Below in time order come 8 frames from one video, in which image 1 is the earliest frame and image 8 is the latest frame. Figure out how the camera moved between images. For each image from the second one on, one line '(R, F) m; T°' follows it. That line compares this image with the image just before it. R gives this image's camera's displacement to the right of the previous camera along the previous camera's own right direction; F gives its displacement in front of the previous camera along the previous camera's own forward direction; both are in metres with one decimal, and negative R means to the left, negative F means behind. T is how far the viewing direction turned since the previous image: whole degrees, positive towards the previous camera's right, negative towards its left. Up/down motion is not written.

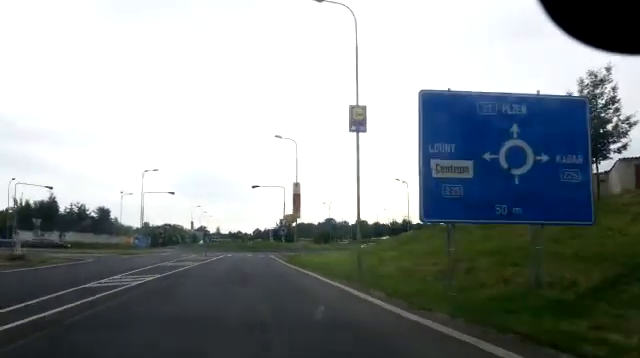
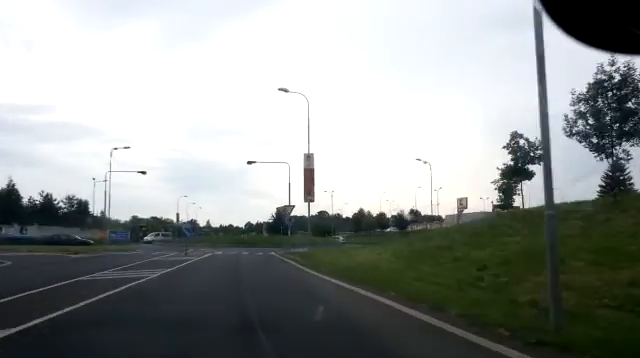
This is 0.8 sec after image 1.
(-0.1, +10.6) m; +1°
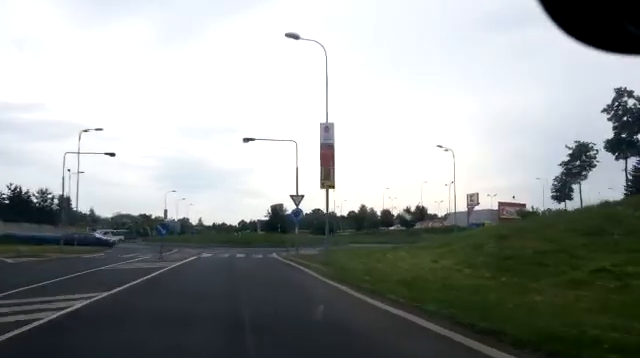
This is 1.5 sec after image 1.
(+0.2, +7.5) m; +2°
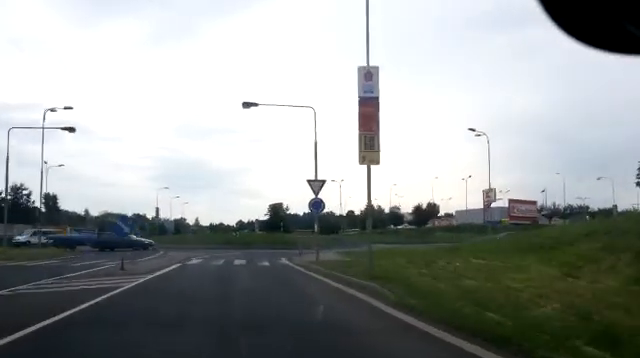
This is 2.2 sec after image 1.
(+0.1, +7.2) m; +2°
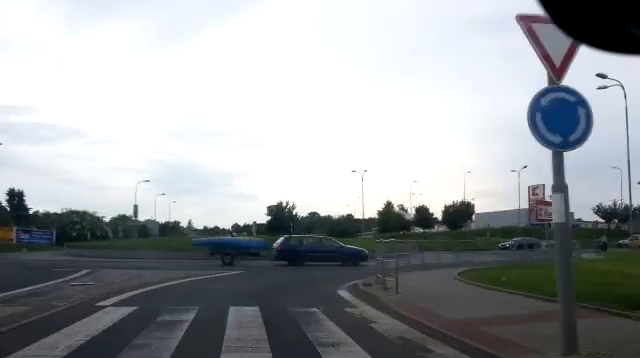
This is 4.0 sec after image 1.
(+0.6, +15.3) m; +5°
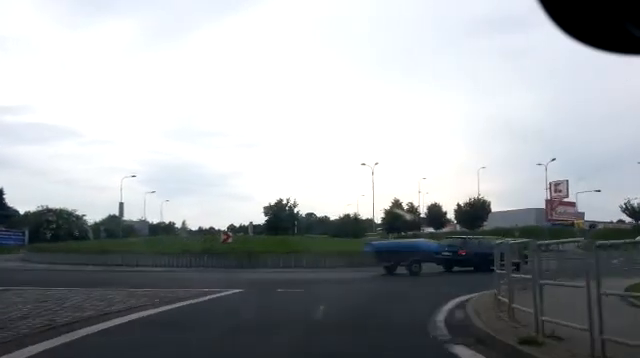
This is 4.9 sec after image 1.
(0.0, +6.4) m; +9°
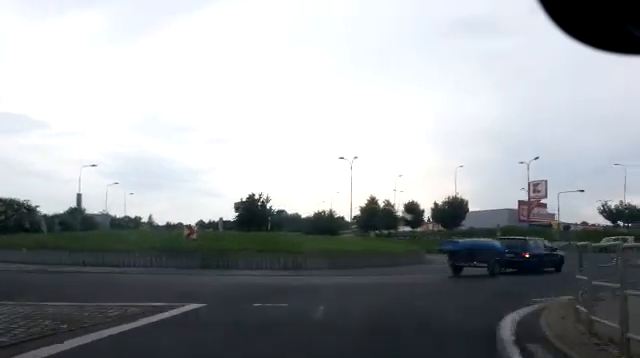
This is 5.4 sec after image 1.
(+0.5, +3.1) m; +9°
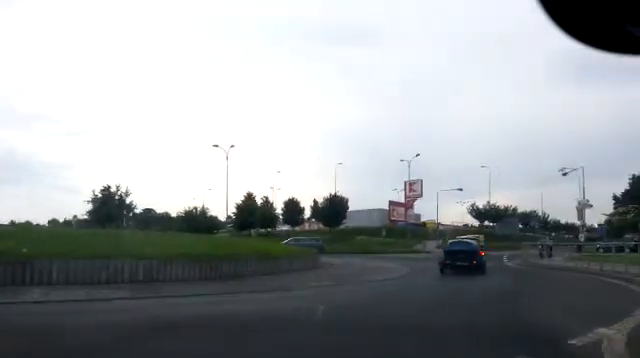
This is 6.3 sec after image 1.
(+0.8, +5.6) m; +13°
